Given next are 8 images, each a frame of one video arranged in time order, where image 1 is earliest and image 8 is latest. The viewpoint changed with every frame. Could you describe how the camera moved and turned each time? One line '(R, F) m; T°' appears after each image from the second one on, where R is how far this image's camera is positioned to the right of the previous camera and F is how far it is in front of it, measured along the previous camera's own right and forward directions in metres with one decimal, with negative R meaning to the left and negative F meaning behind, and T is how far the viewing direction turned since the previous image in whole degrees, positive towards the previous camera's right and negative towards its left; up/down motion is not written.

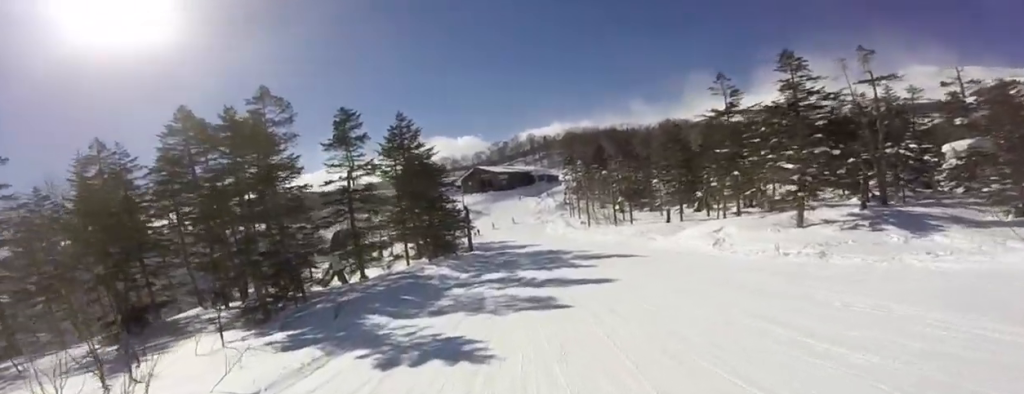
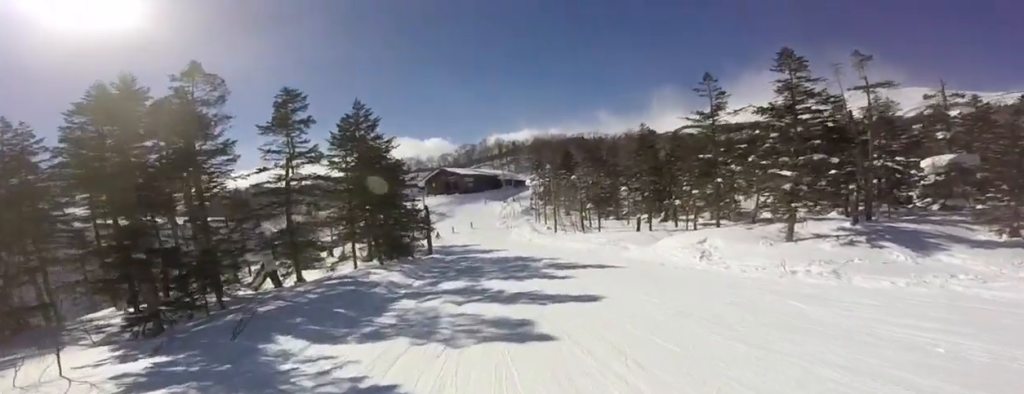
(-0.4, +2.4) m; -1°
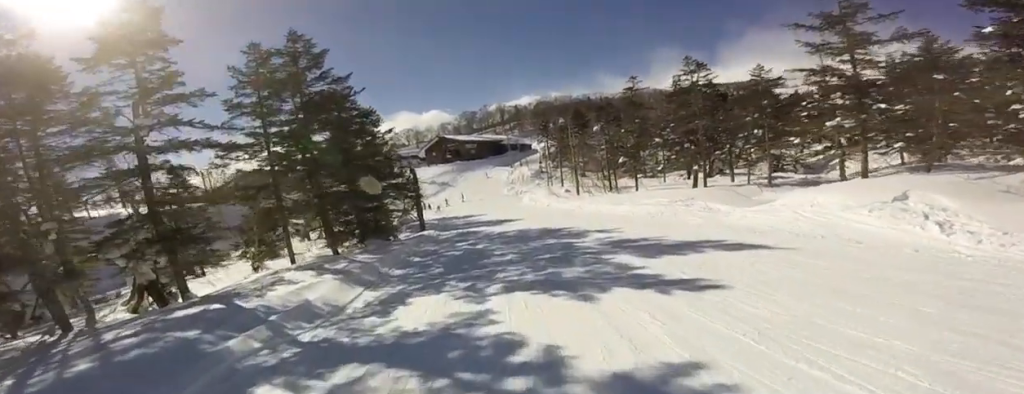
(+0.5, +8.1) m; 0°
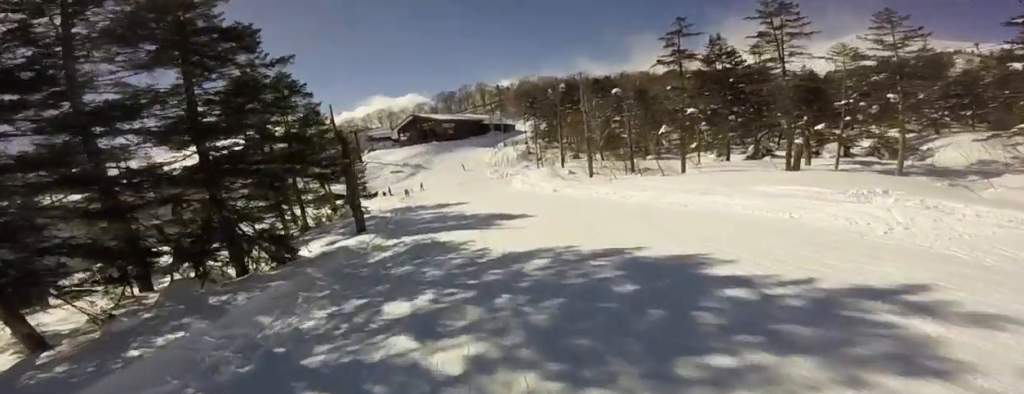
(0.0, +10.6) m; 0°
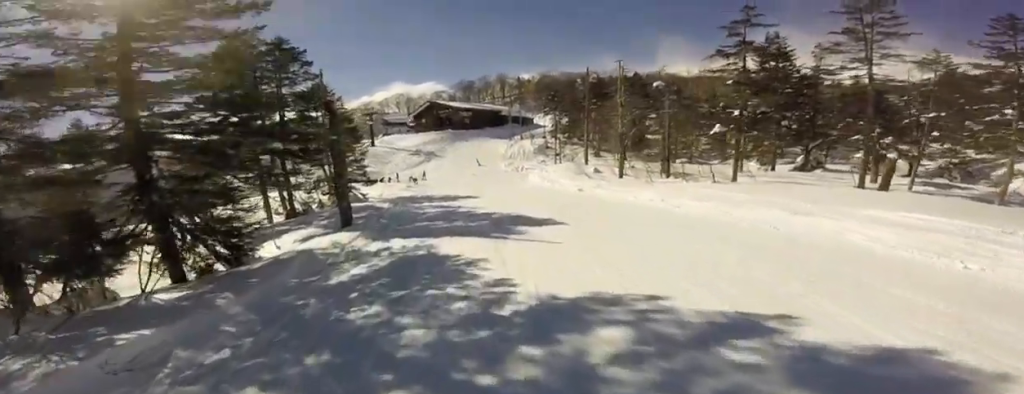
(-0.8, +3.5) m; 0°
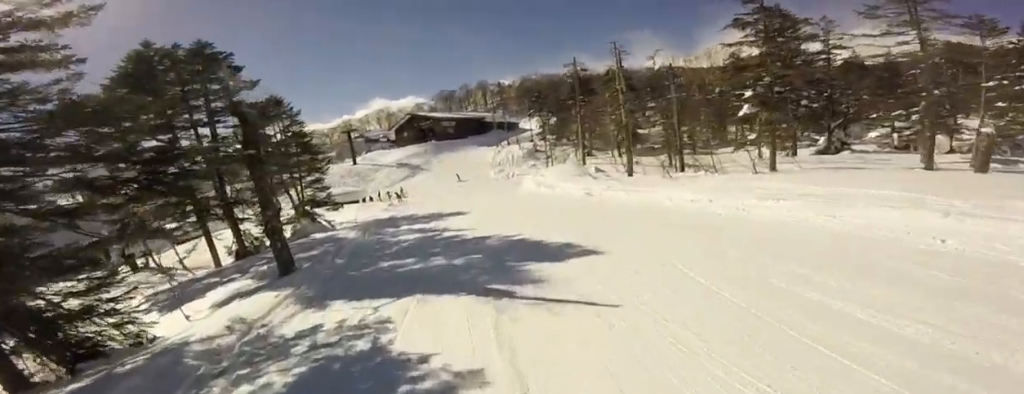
(+0.1, +4.3) m; 0°
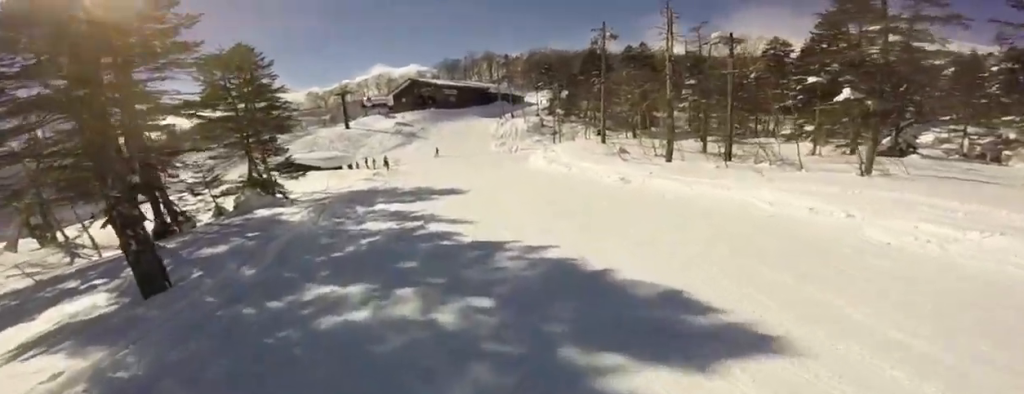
(+0.2, +4.9) m; -5°
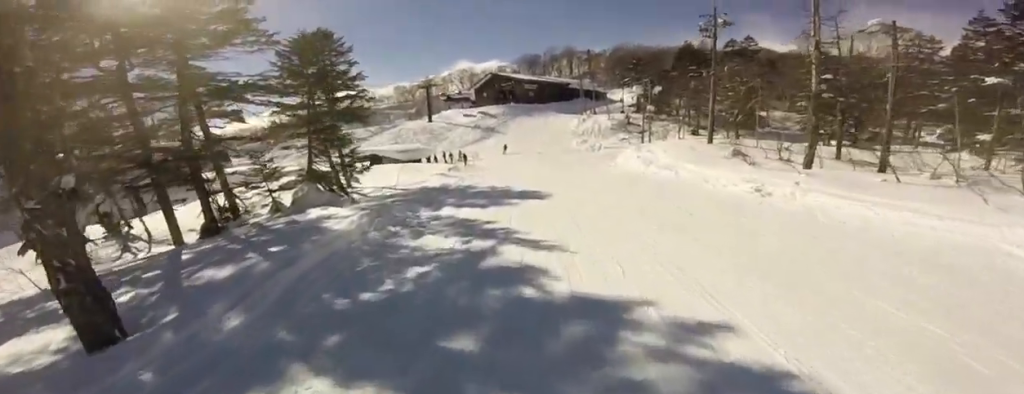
(-0.5, +3.3) m; -8°
